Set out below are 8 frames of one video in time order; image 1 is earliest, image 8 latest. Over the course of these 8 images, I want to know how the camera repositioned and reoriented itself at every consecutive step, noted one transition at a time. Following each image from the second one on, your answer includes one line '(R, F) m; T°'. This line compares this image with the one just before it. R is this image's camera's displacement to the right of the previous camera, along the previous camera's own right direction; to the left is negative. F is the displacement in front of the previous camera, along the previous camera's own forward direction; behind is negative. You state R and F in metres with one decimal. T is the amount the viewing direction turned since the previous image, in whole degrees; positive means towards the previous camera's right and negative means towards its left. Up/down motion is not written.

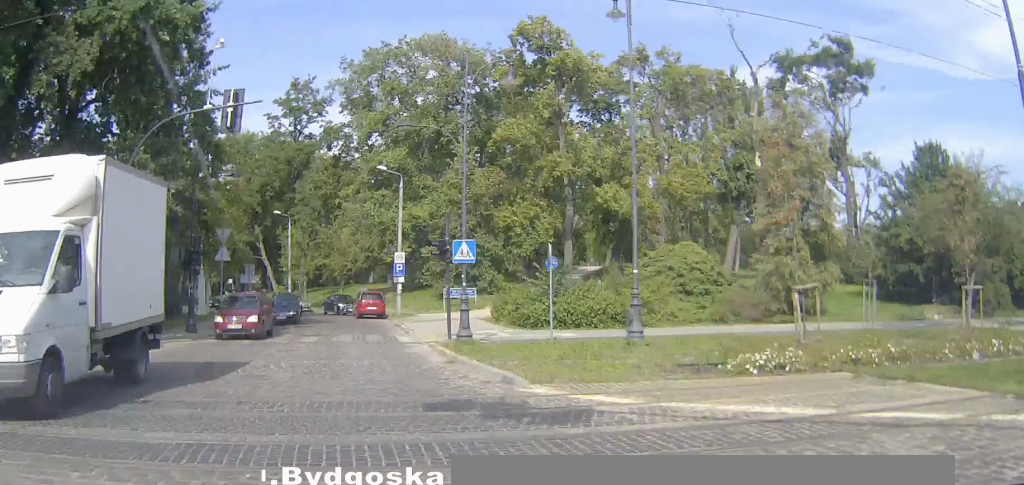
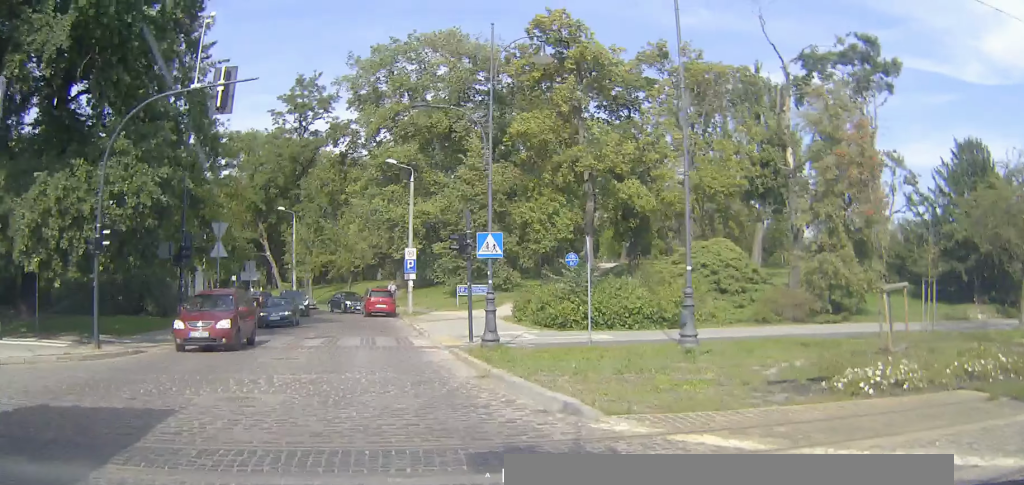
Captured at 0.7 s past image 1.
(0.0, +2.8) m; -2°
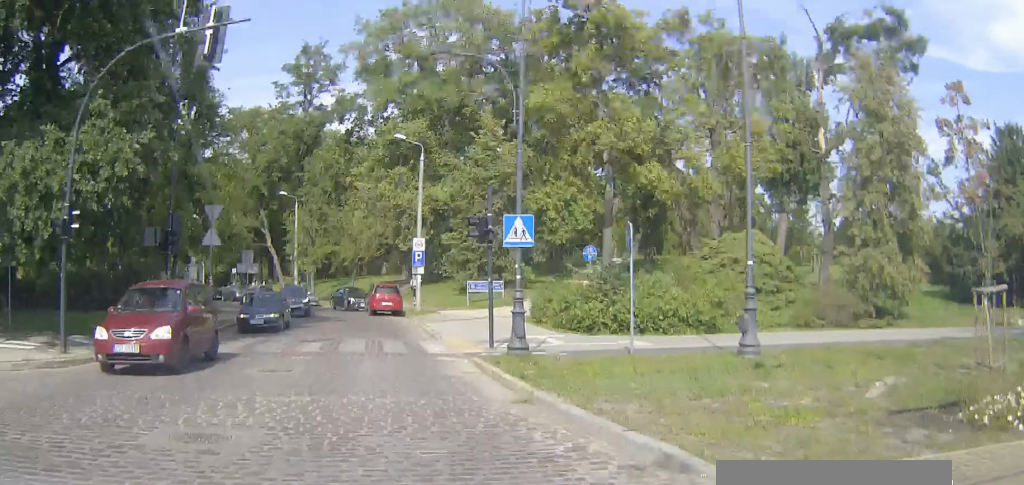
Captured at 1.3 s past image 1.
(0.0, +2.7) m; -3°
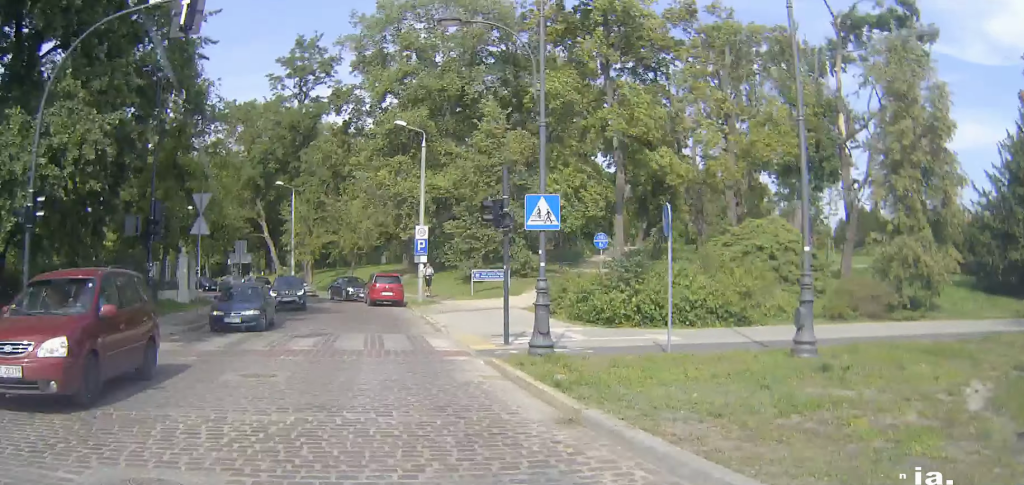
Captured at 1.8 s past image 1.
(-0.1, +2.1) m; -2°
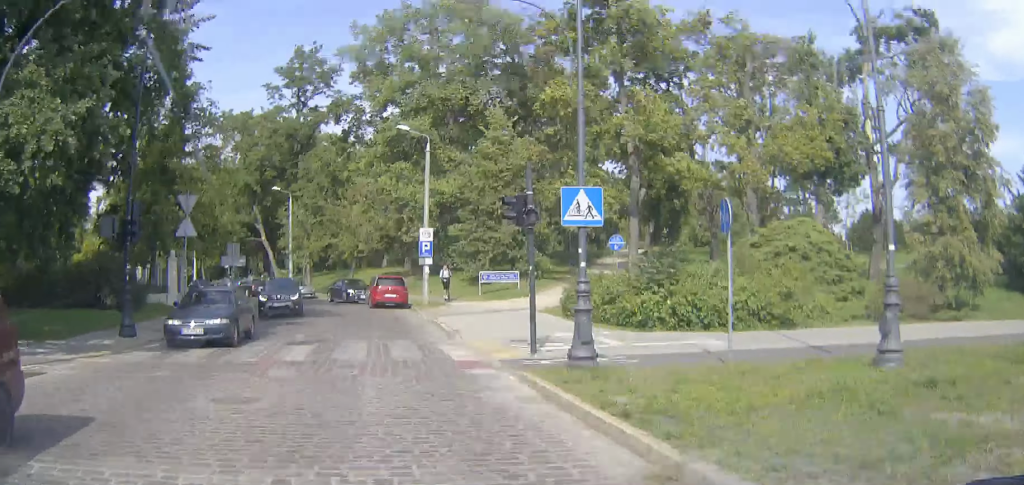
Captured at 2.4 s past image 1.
(0.0, +2.5) m; -2°
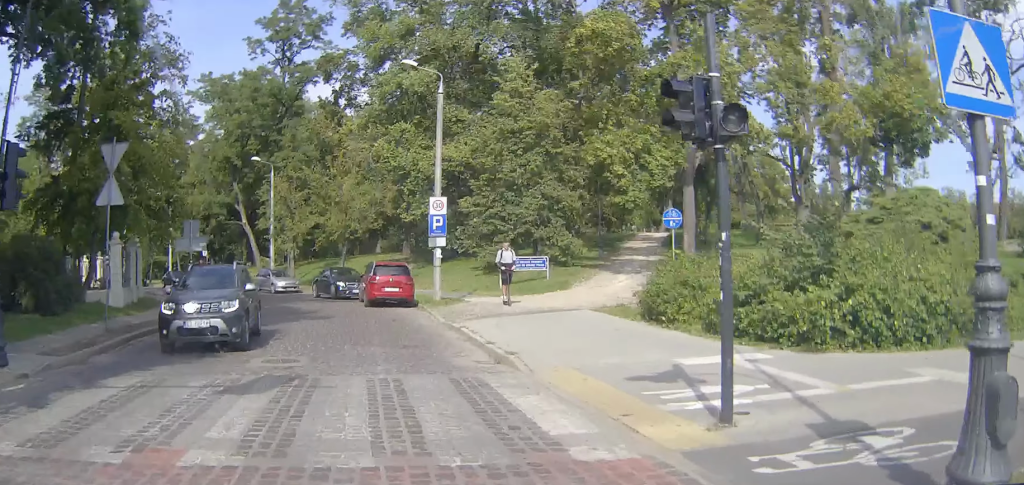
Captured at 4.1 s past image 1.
(0.0, +8.4) m; 0°
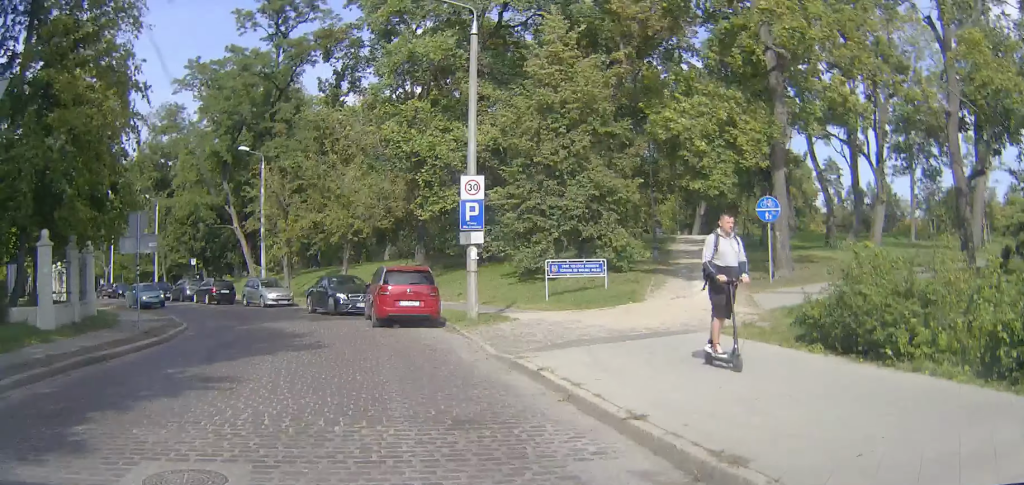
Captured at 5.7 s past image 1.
(-0.2, +8.1) m; -3°
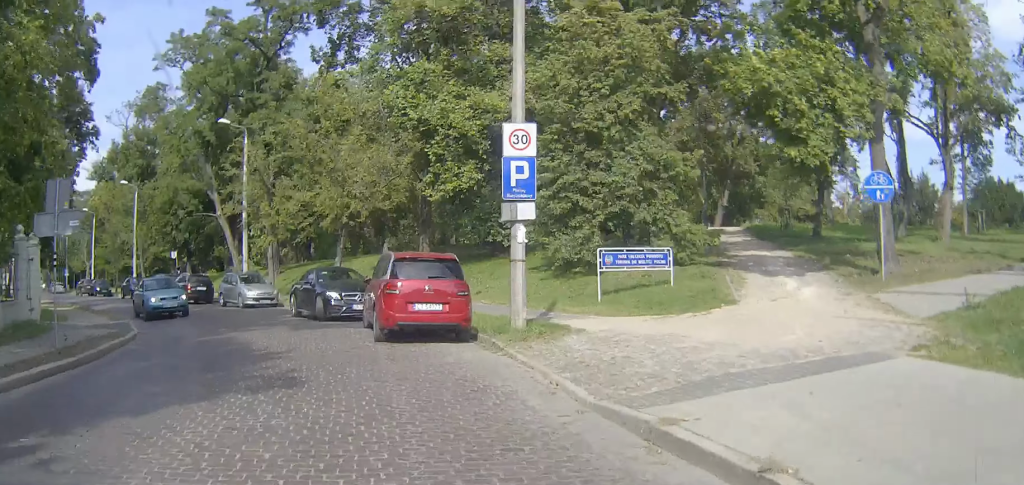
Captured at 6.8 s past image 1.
(-0.1, +6.6) m; 0°
